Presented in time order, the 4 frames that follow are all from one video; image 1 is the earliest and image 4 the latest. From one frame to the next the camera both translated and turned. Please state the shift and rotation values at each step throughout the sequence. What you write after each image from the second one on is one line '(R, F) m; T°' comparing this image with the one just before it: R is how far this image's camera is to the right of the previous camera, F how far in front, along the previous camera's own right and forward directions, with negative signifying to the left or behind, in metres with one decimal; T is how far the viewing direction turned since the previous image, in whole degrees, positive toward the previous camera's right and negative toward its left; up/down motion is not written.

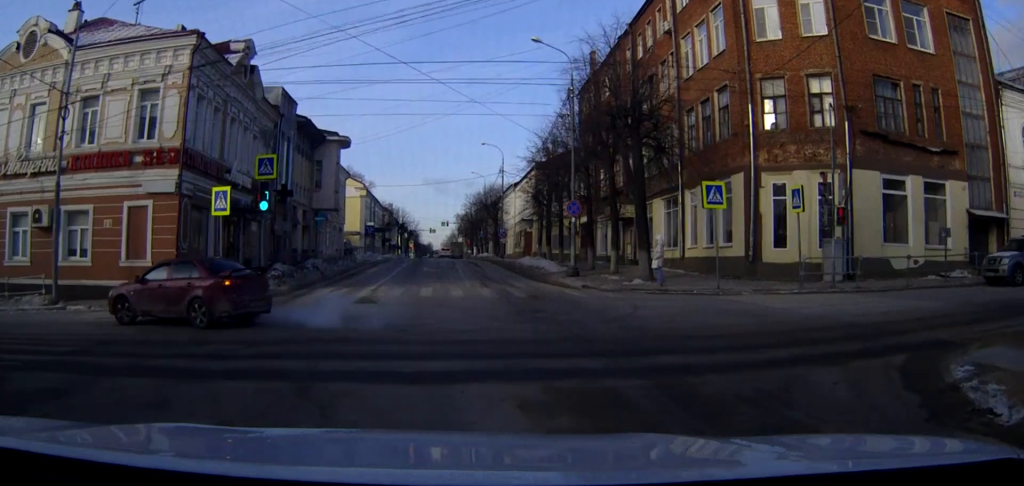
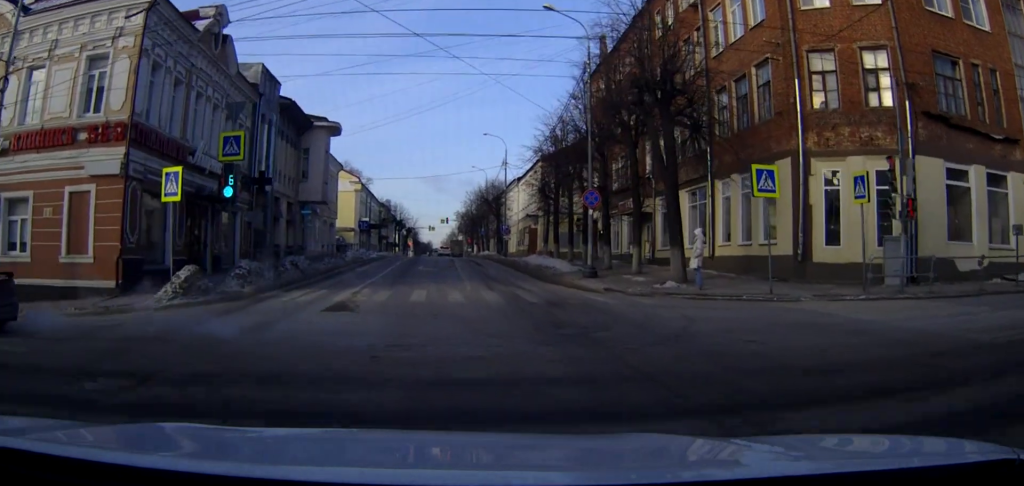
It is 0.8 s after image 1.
(0.0, +4.6) m; -3°
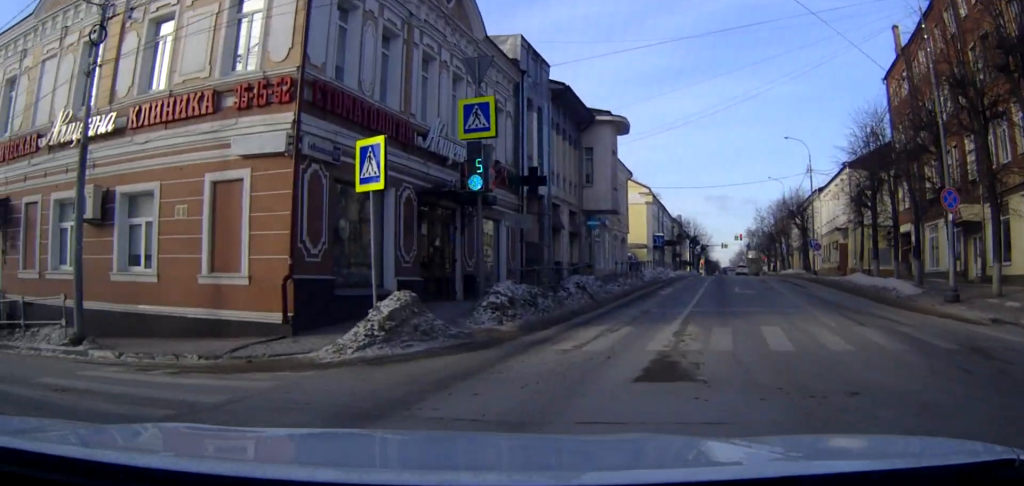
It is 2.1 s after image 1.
(-0.7, +7.9) m; -17°
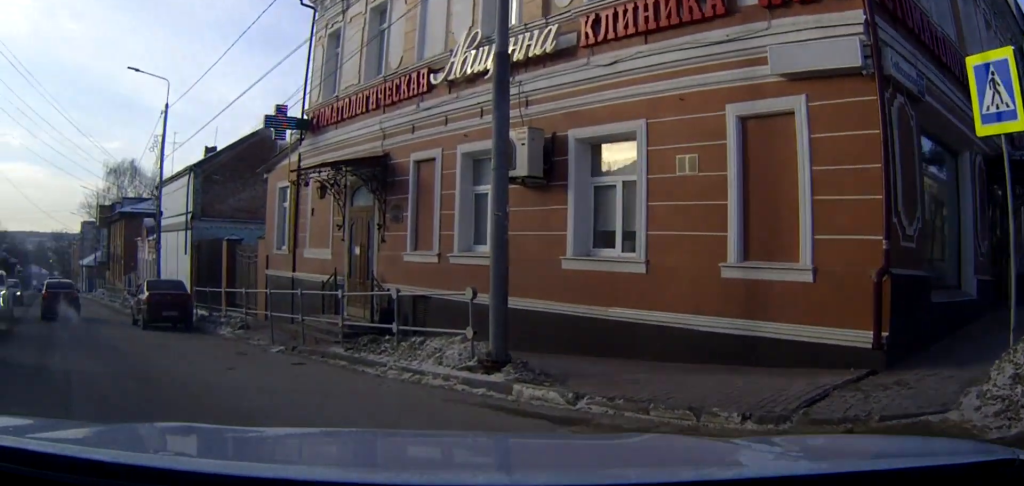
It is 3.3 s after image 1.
(-1.5, +6.0) m; -30°
